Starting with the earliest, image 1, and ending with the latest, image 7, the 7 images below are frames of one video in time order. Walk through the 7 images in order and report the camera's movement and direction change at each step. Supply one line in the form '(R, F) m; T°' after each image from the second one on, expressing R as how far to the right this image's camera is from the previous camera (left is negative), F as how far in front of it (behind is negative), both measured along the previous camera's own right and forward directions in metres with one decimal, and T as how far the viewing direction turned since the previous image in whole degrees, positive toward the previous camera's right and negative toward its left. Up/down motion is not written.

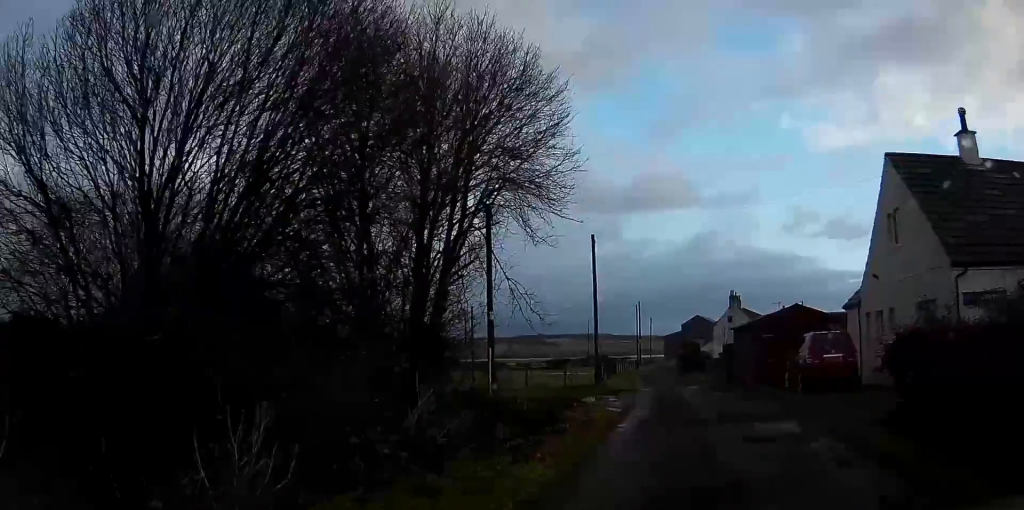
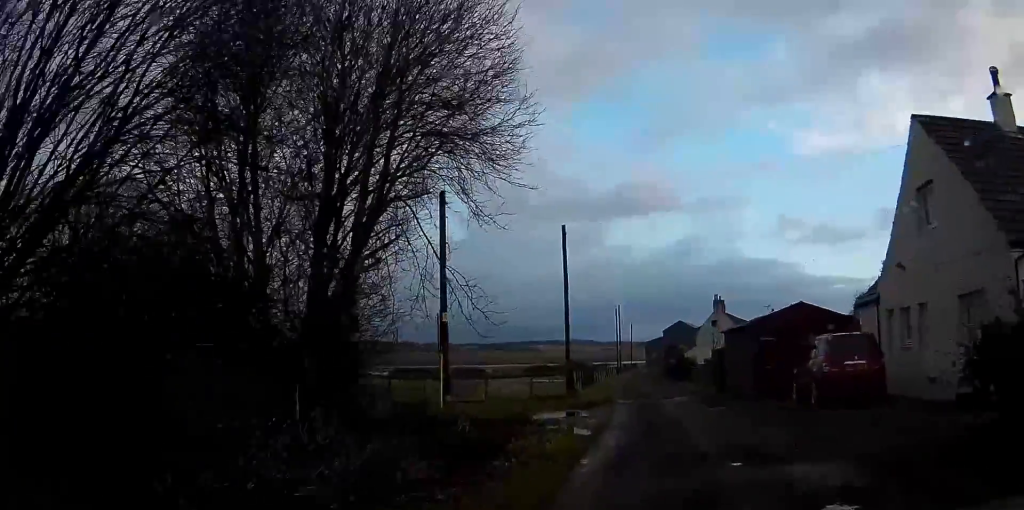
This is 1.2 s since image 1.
(0.0, +4.2) m; -1°
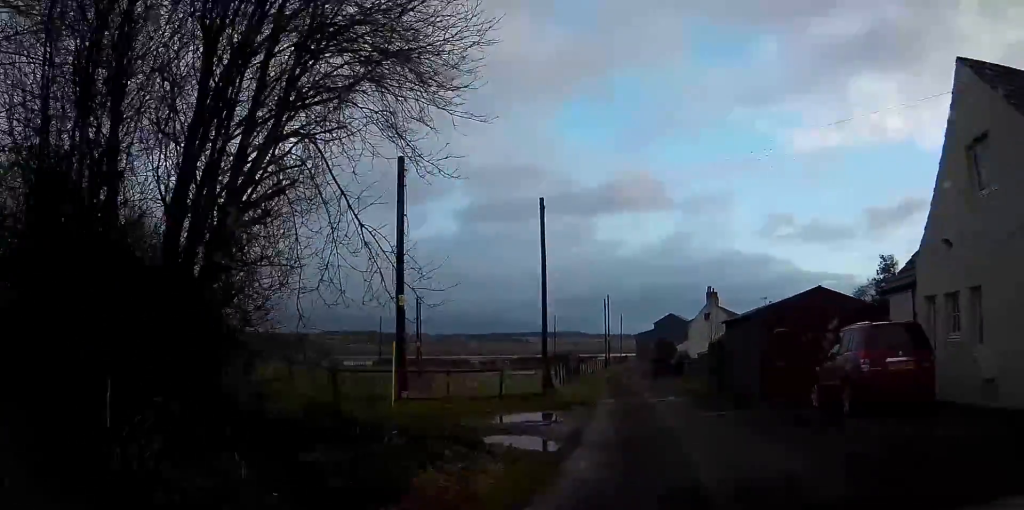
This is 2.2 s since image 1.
(-0.1, +3.6) m; 0°
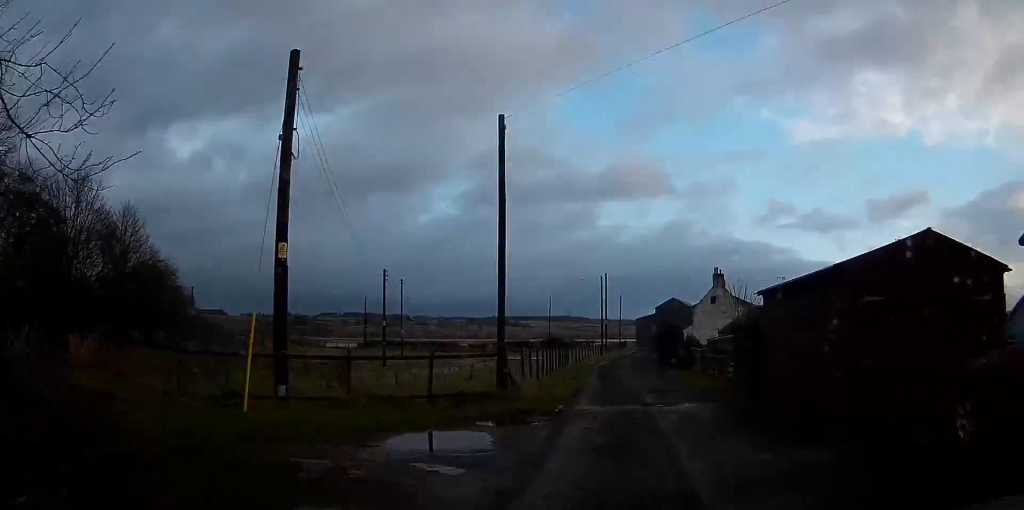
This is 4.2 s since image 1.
(+0.3, +7.7) m; +3°
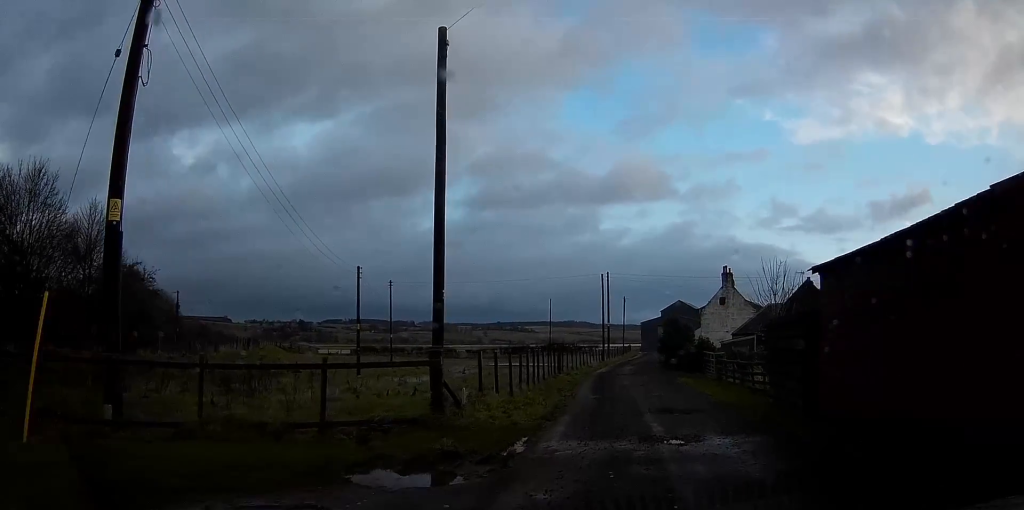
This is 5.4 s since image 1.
(-0.2, +5.3) m; -1°
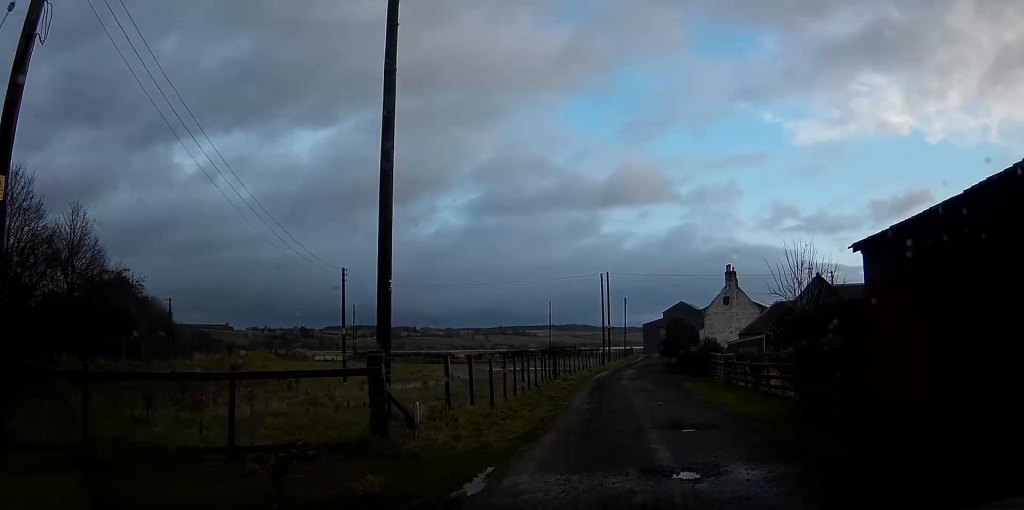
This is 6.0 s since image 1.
(0.0, +2.5) m; +2°
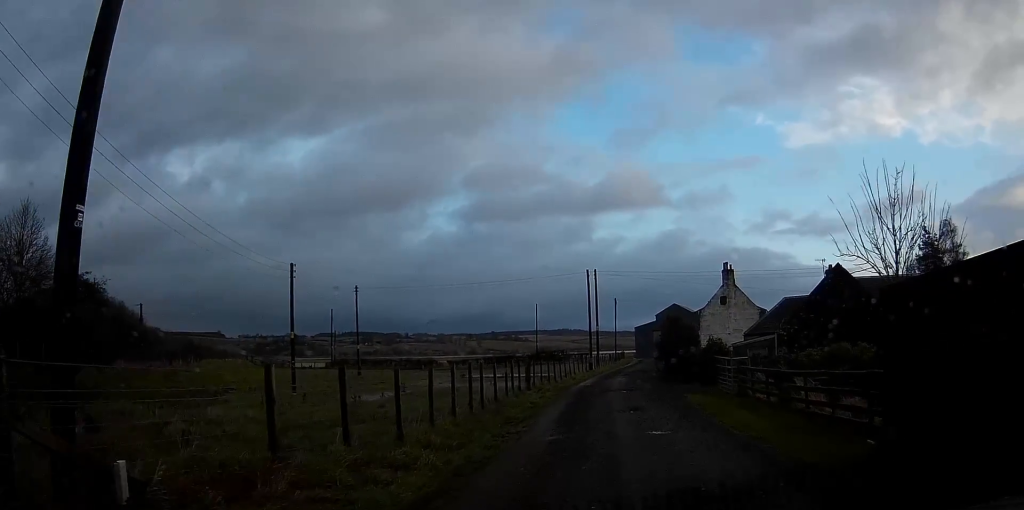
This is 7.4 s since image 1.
(+0.5, +5.6) m; +4°
